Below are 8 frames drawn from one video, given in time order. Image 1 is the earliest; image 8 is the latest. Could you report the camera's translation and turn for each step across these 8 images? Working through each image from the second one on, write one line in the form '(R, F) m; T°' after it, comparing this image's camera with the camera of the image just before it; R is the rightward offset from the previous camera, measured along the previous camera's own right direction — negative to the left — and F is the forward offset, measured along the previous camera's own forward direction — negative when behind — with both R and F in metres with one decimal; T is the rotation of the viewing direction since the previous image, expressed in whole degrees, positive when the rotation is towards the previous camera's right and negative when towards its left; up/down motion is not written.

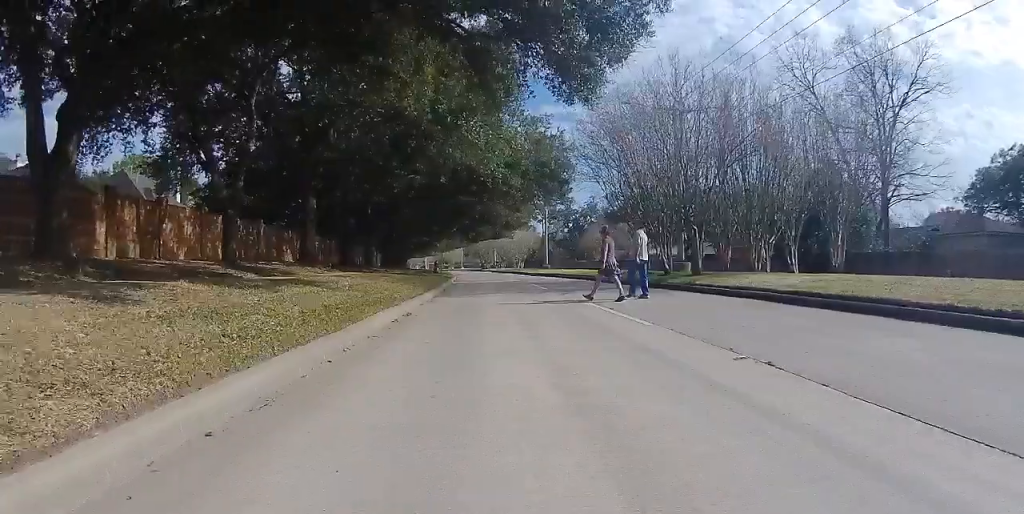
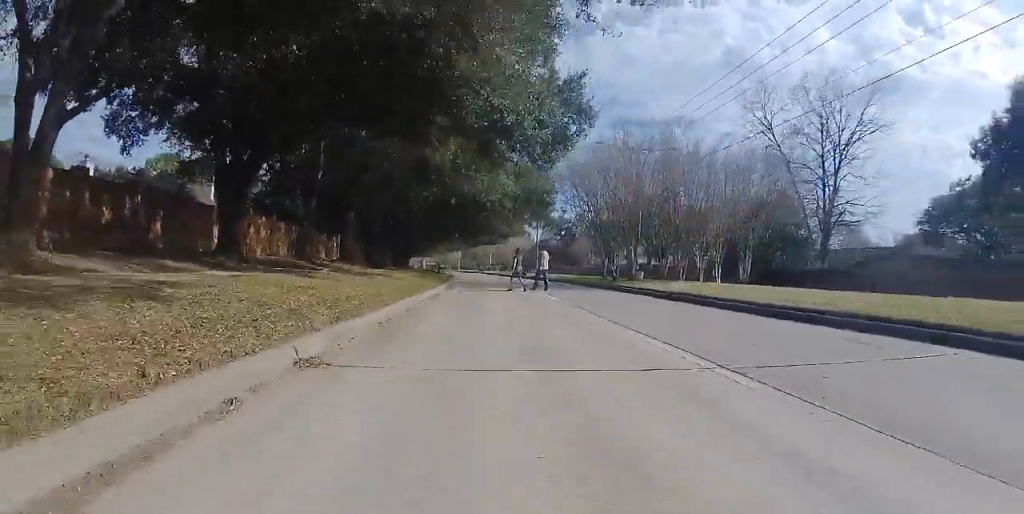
(0.0, +8.6) m; +2°
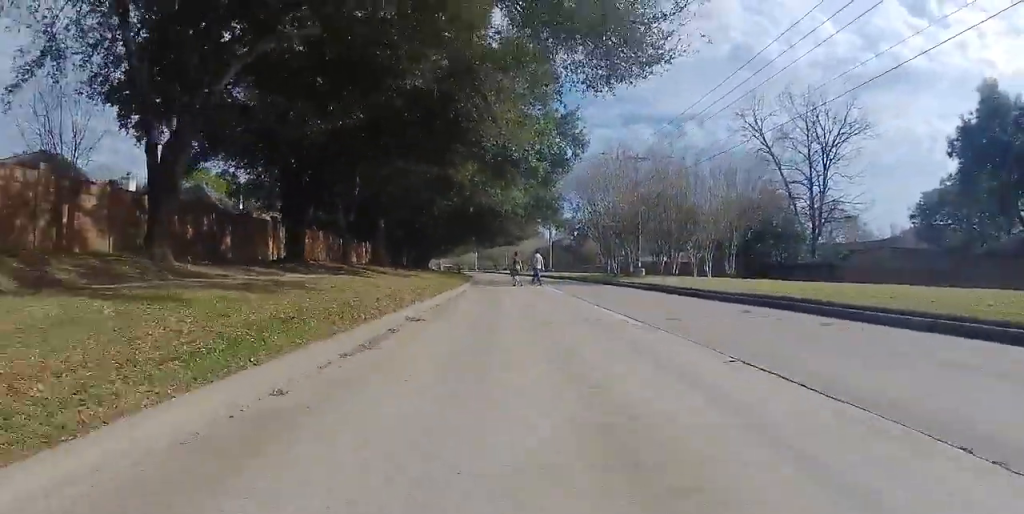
(+0.1, +4.6) m; +1°
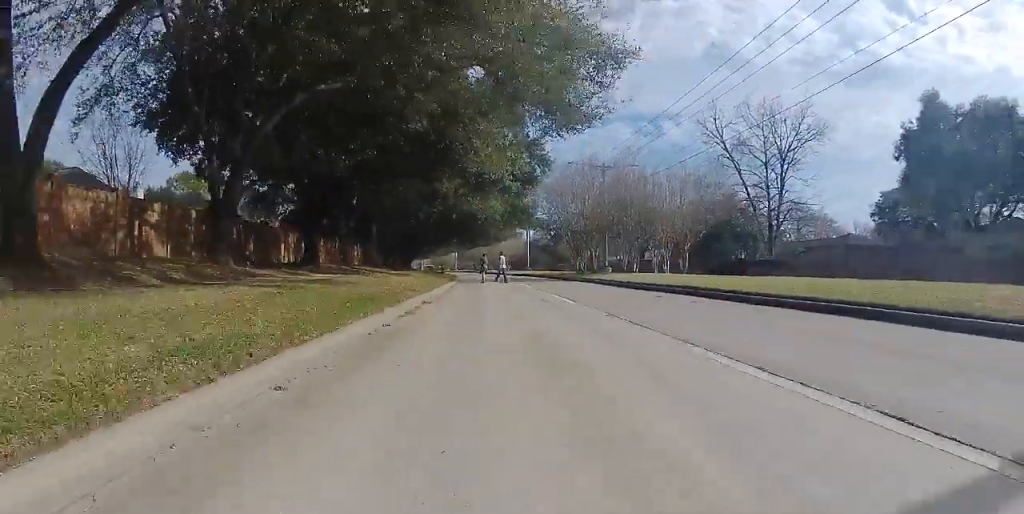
(+0.2, +4.9) m; 0°
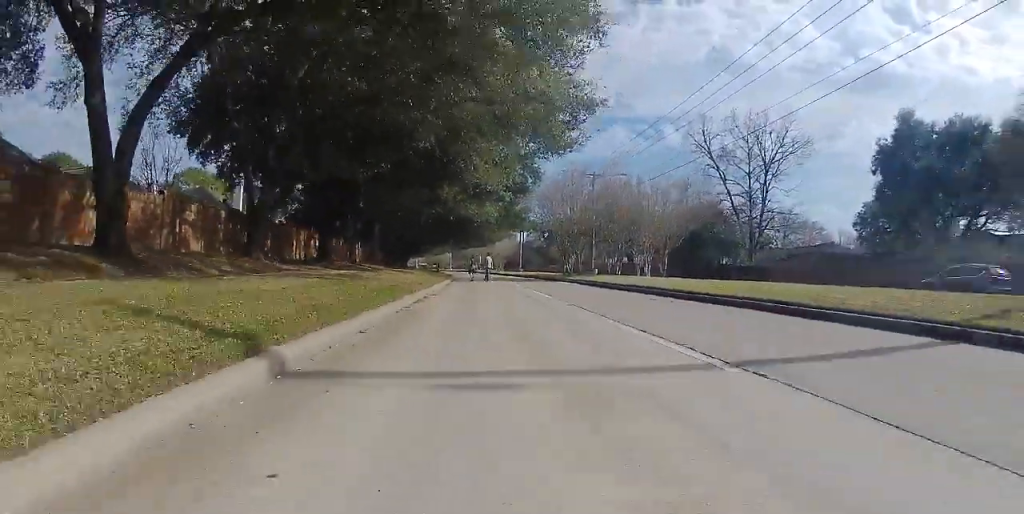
(-0.1, +3.3) m; 0°
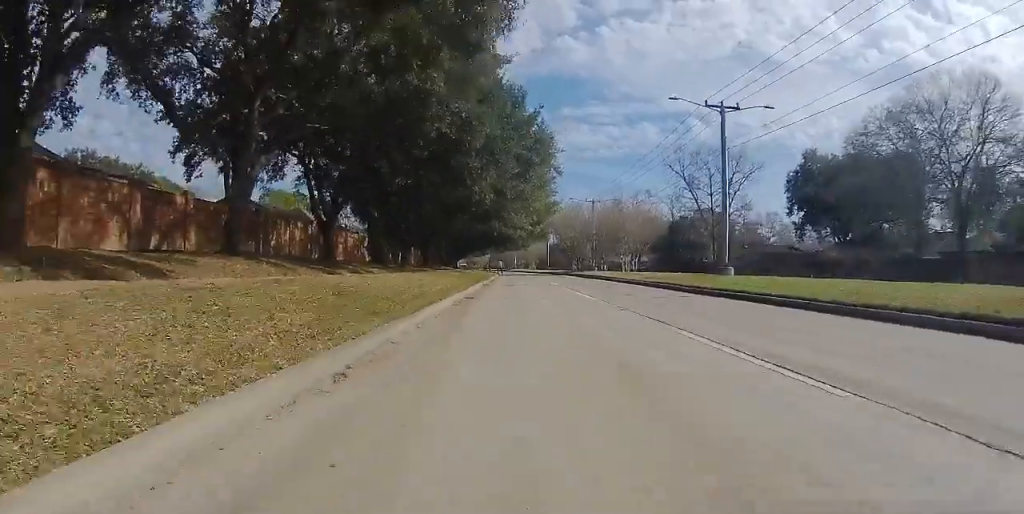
(-0.3, +23.2) m; -2°
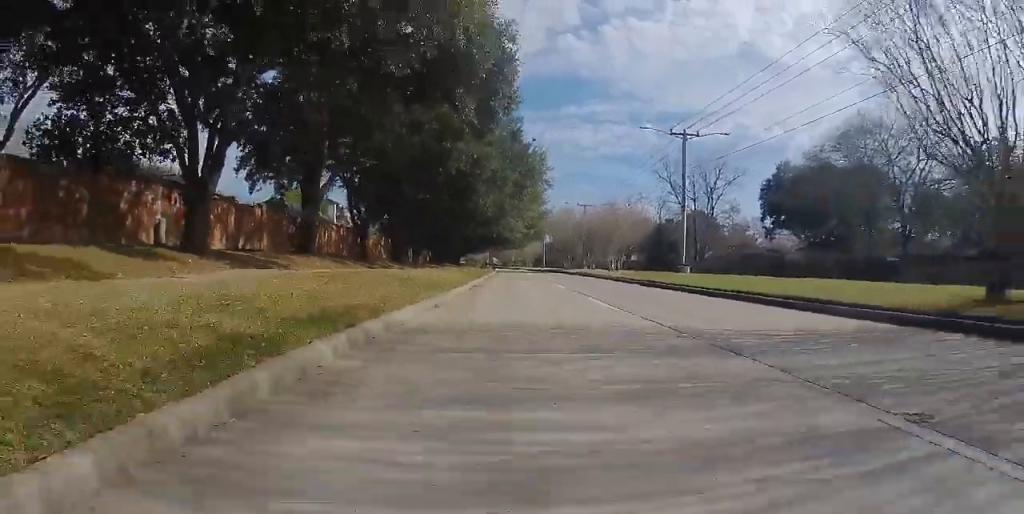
(+0.1, +7.1) m; +2°
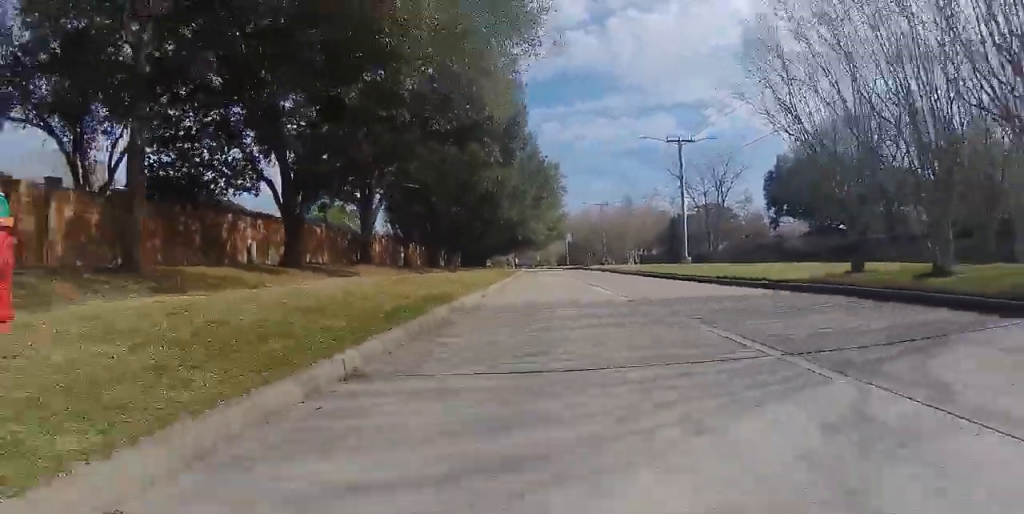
(+0.2, +5.4) m; 0°
